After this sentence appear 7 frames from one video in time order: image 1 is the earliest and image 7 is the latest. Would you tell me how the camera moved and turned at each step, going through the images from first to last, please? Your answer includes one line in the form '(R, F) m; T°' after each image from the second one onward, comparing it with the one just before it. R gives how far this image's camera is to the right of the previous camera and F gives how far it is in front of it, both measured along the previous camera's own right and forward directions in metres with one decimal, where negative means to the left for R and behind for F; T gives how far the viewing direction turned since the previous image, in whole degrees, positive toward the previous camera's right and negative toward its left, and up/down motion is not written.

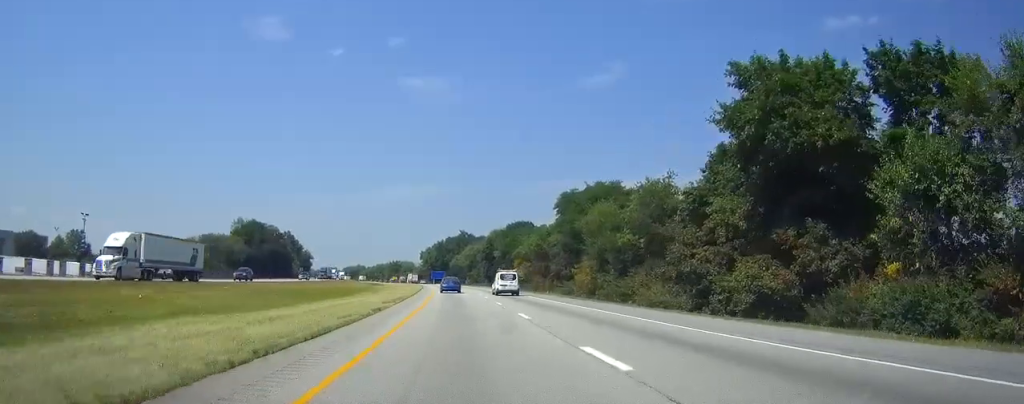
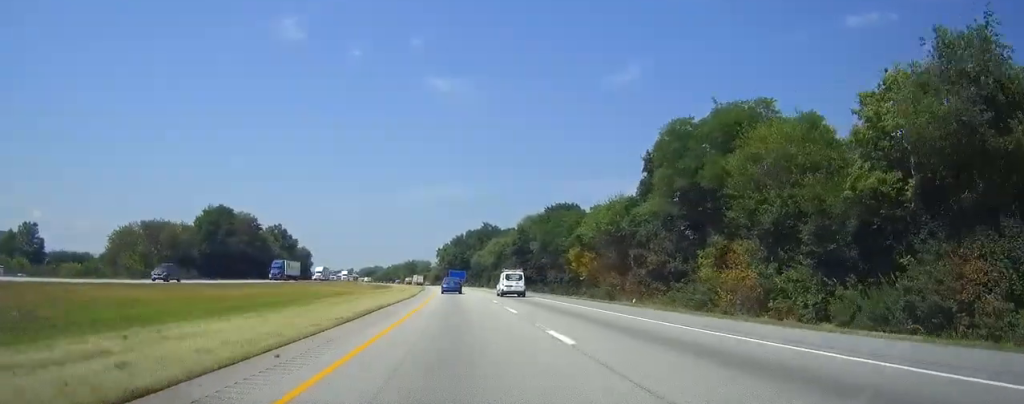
(-0.4, +45.1) m; -1°
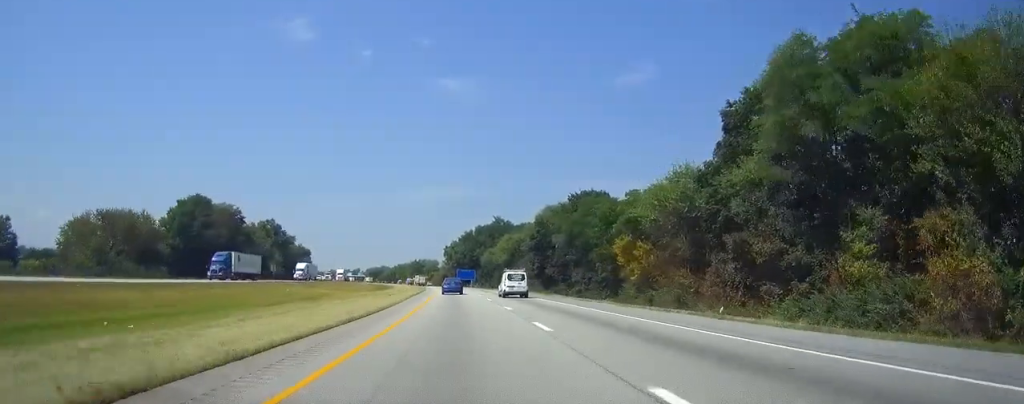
(0.0, +20.6) m; -1°
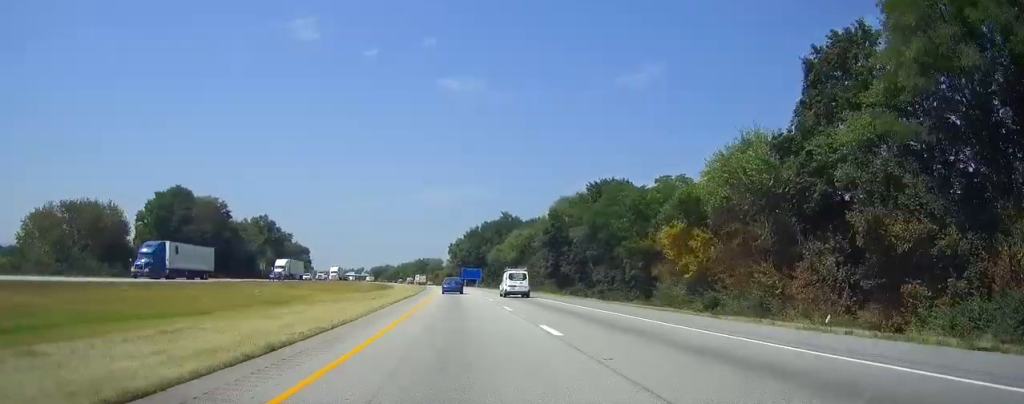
(-0.1, +13.5) m; -1°
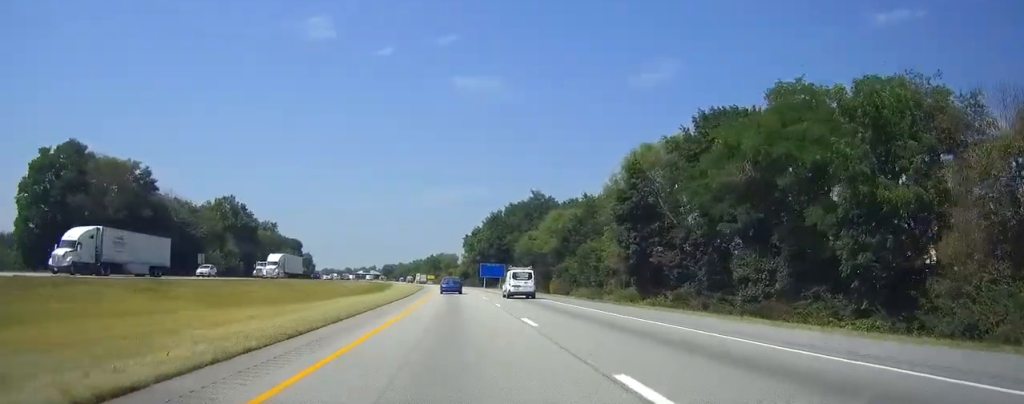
(-0.6, +45.7) m; -2°
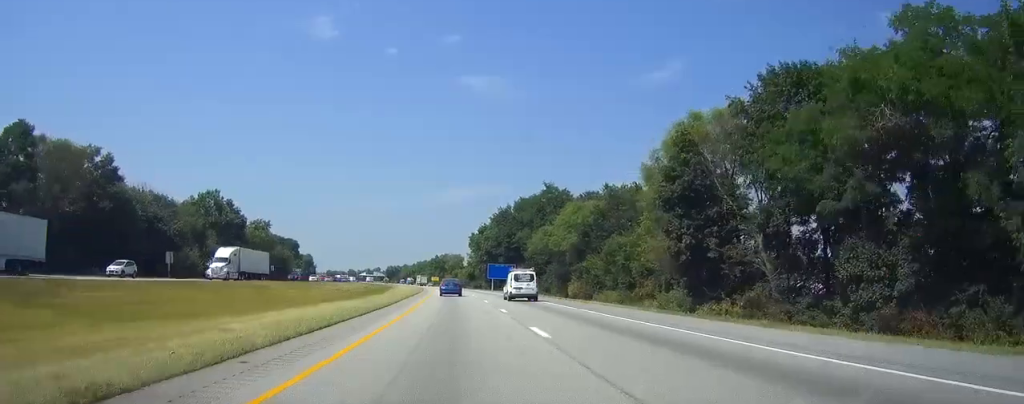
(-0.1, +14.7) m; -1°
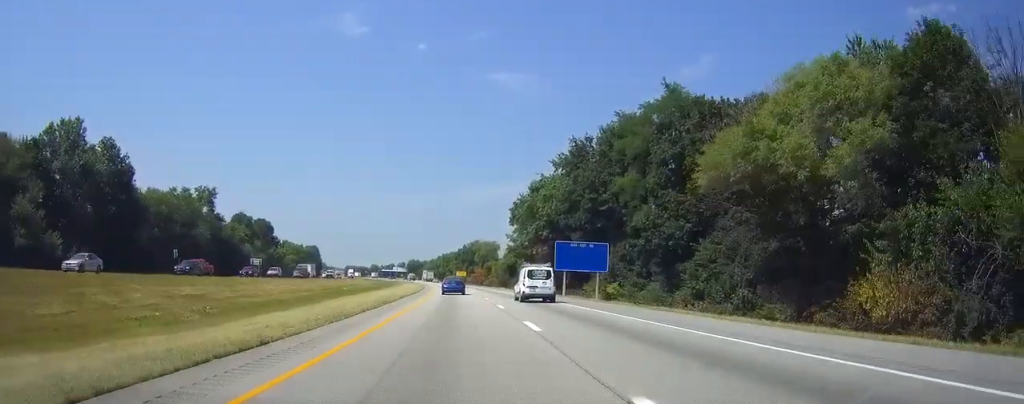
(-2.0, +71.5) m; -3°
